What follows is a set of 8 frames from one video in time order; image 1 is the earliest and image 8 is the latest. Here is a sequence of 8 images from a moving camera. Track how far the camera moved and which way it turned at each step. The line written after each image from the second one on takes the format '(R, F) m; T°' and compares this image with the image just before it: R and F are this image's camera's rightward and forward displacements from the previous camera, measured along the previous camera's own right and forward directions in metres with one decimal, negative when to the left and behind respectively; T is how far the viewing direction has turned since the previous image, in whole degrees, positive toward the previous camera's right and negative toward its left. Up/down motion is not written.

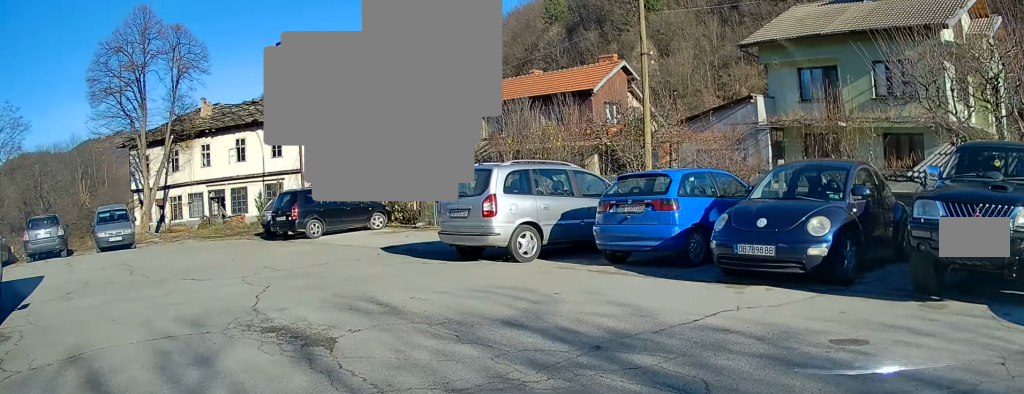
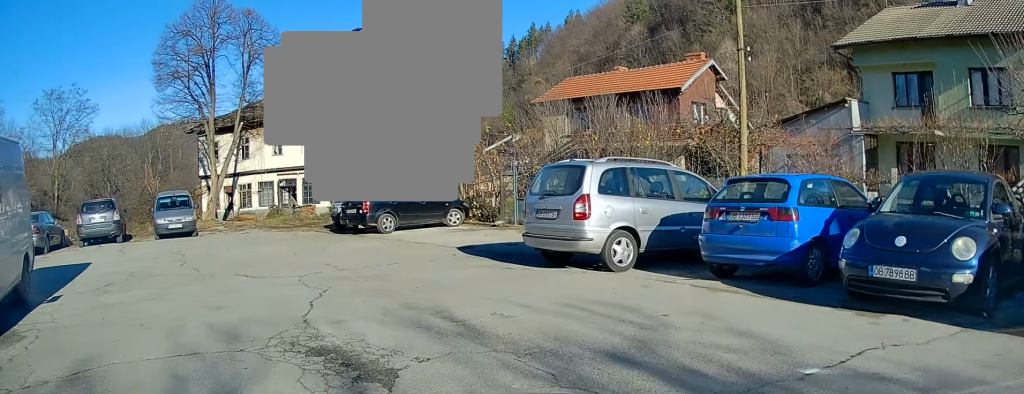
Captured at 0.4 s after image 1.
(-0.1, +1.1) m; -5°
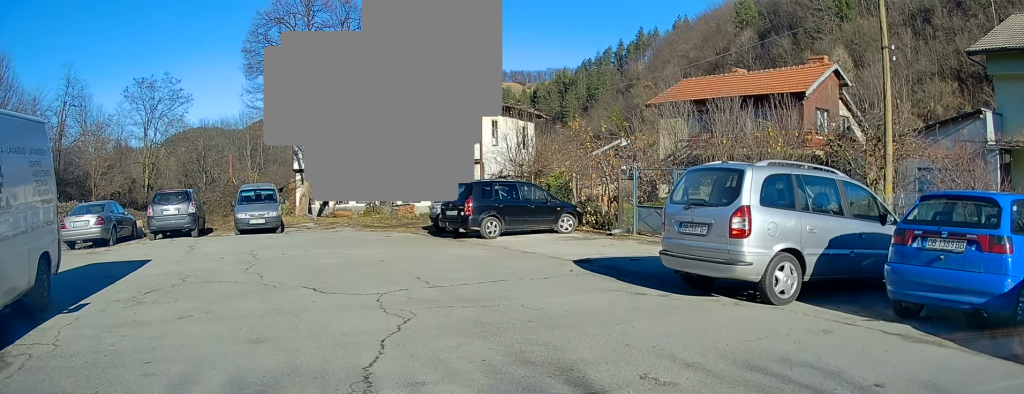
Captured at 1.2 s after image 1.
(-0.1, +1.9) m; -6°
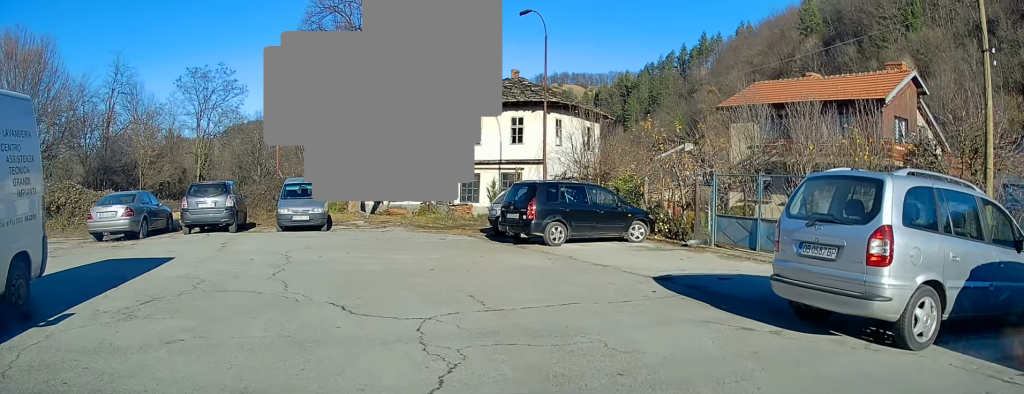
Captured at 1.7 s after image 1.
(-0.1, +1.5) m; -6°
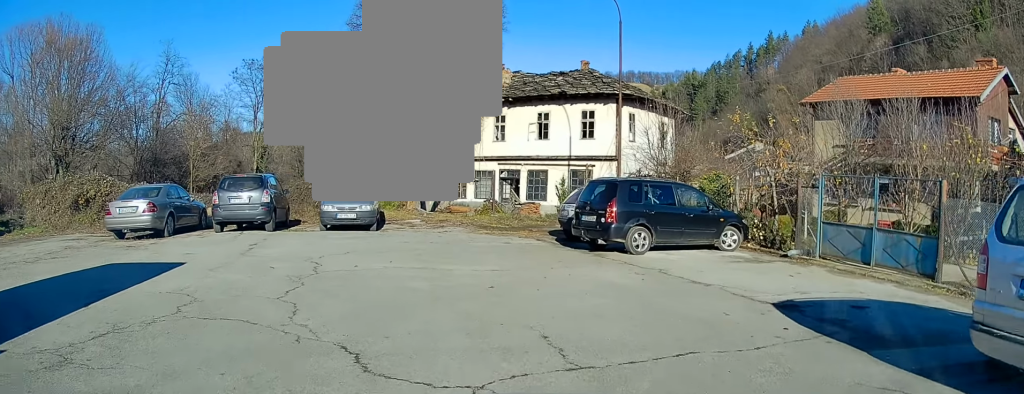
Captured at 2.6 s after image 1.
(-0.2, +2.2) m; -10°
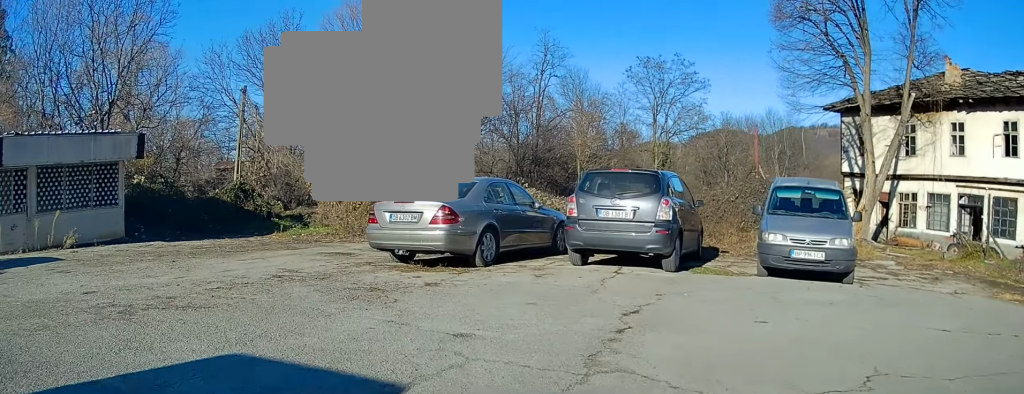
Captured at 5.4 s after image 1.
(-1.7, +7.7) m; -22°
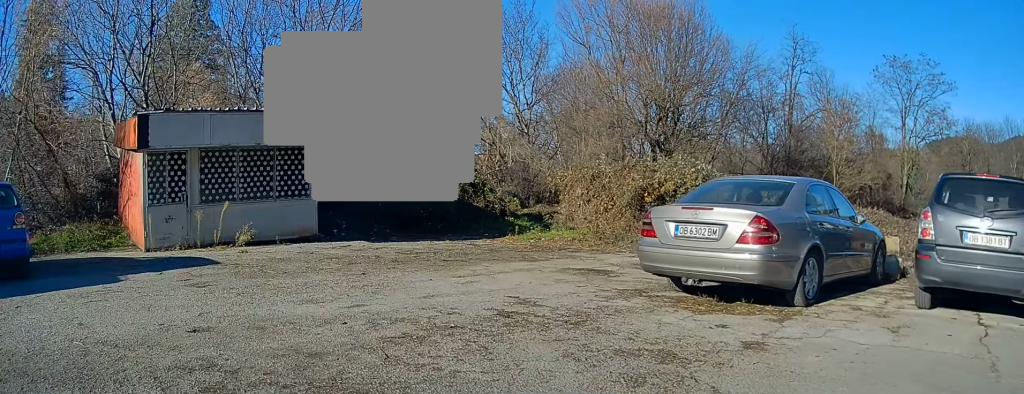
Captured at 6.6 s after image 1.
(-0.5, +3.0) m; -28°
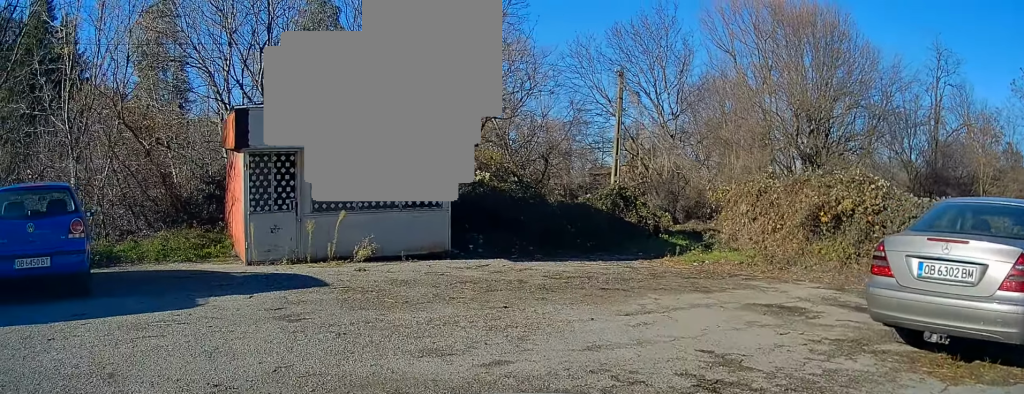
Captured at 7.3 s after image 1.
(-0.4, +1.8) m; -17°
